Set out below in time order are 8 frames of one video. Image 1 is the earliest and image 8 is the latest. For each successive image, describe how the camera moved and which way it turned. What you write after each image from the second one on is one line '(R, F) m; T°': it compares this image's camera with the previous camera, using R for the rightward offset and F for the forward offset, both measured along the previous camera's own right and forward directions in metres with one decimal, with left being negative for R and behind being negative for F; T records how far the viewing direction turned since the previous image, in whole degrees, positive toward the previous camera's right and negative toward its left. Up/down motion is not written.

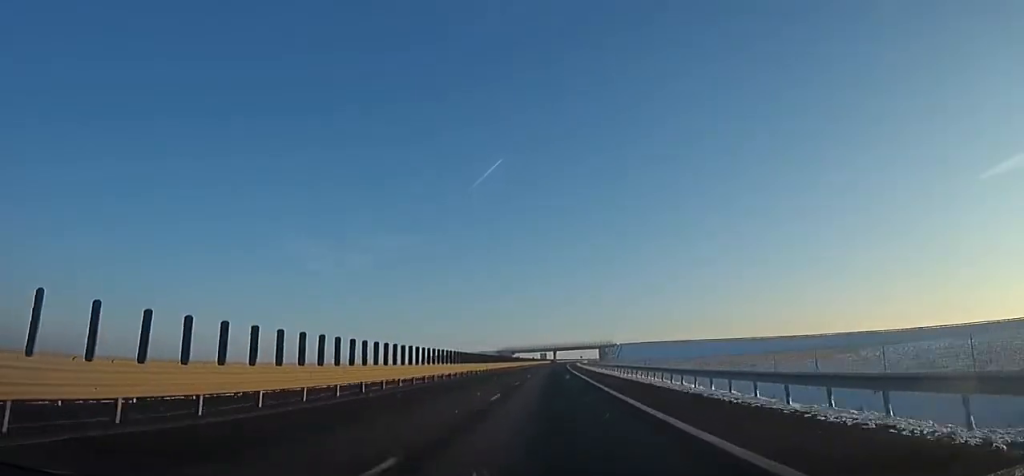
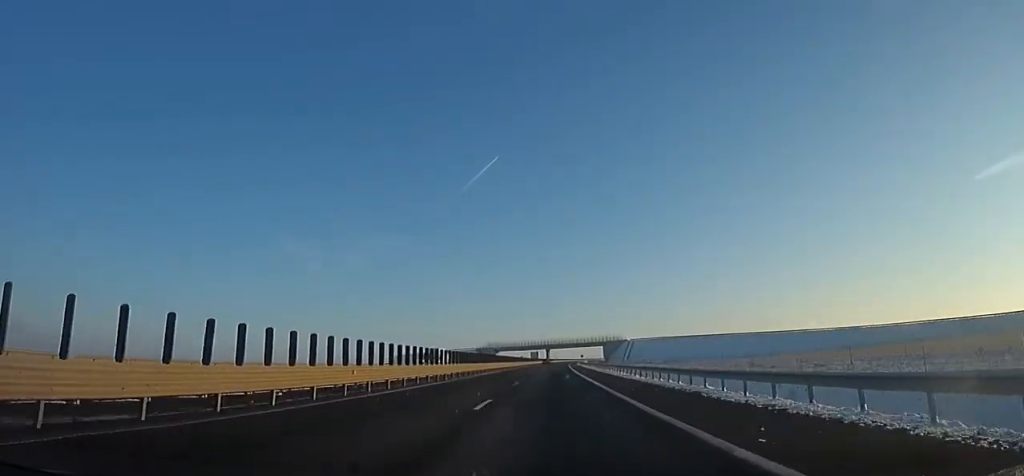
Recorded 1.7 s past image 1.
(0.0, +53.2) m; +1°
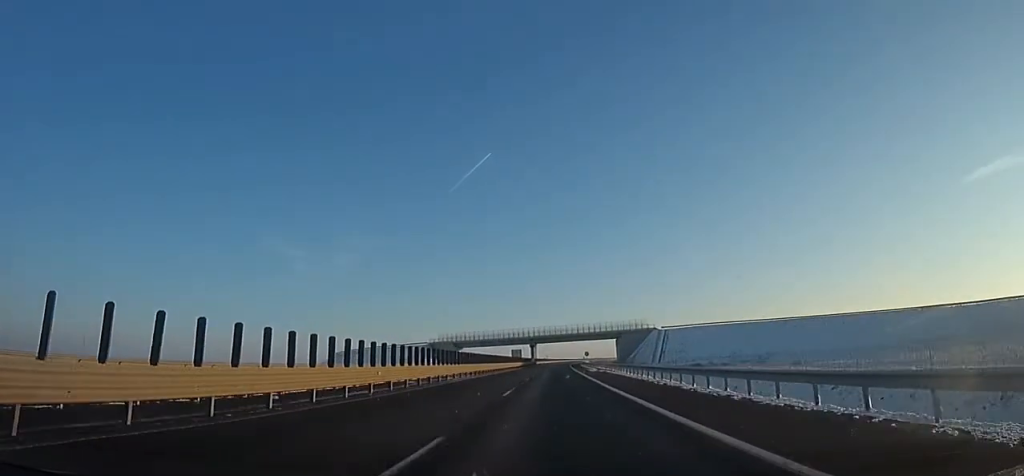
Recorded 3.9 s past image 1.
(+1.2, +69.8) m; +2°
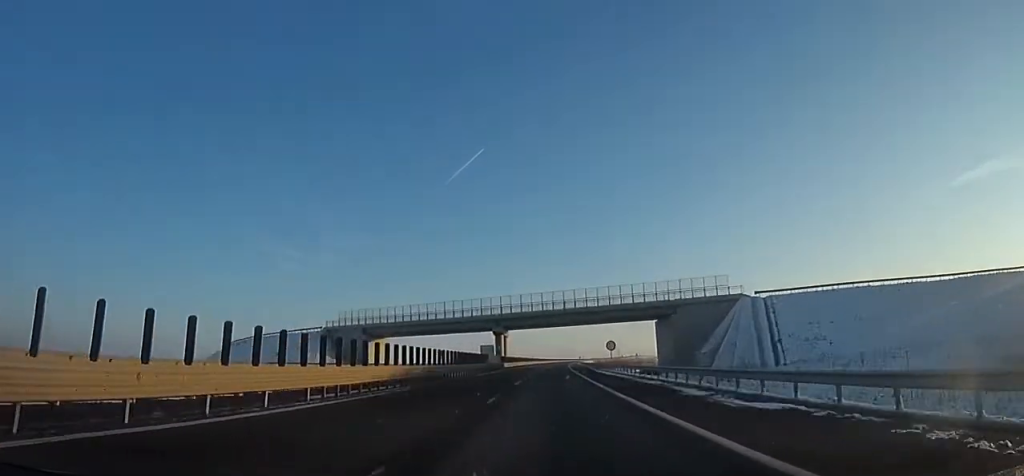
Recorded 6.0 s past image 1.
(+1.0, +64.8) m; +2°
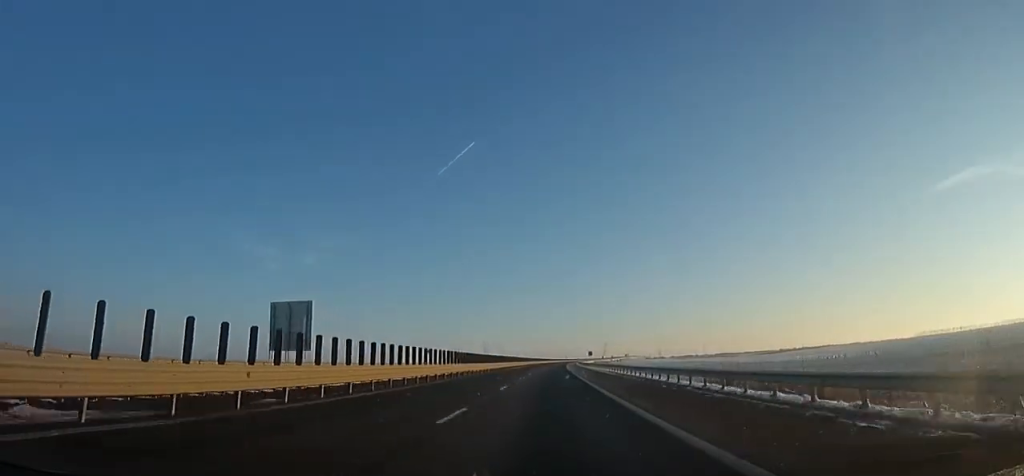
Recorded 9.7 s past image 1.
(+2.6, +117.6) m; +2°
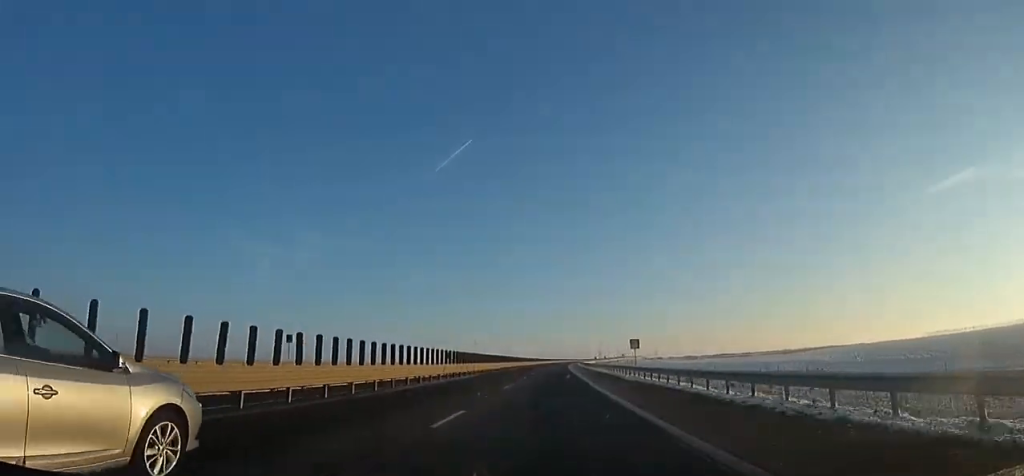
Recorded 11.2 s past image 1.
(-0.1, +47.2) m; +1°
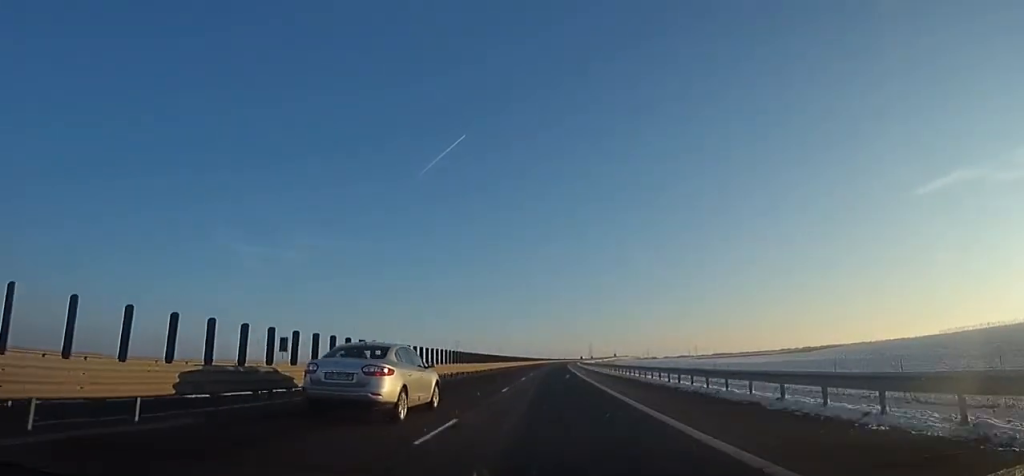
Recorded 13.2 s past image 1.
(+0.8, +61.6) m; +2°
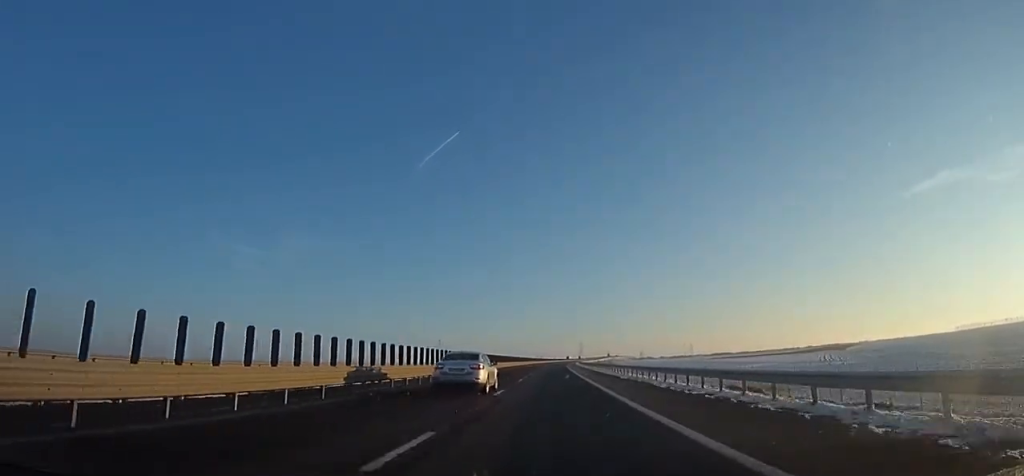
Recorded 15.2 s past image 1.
(+1.0, +61.6) m; +1°
